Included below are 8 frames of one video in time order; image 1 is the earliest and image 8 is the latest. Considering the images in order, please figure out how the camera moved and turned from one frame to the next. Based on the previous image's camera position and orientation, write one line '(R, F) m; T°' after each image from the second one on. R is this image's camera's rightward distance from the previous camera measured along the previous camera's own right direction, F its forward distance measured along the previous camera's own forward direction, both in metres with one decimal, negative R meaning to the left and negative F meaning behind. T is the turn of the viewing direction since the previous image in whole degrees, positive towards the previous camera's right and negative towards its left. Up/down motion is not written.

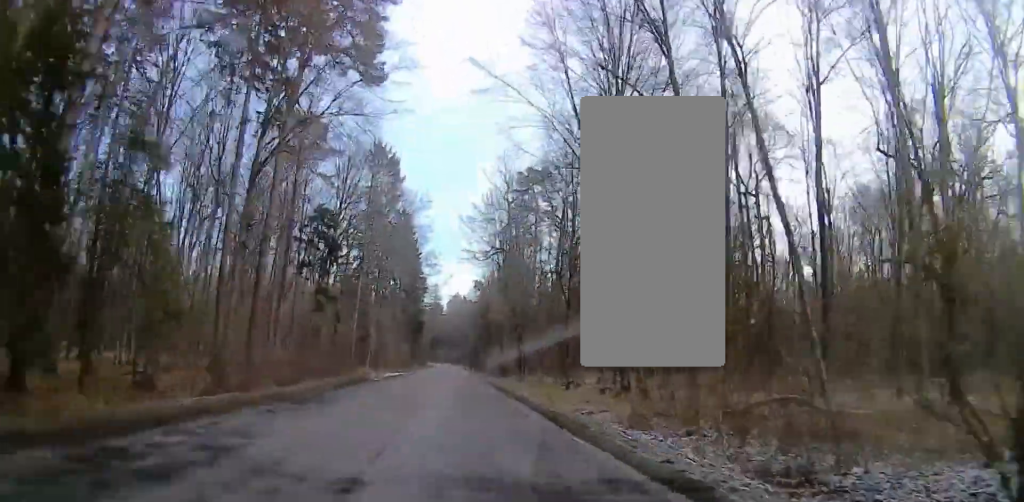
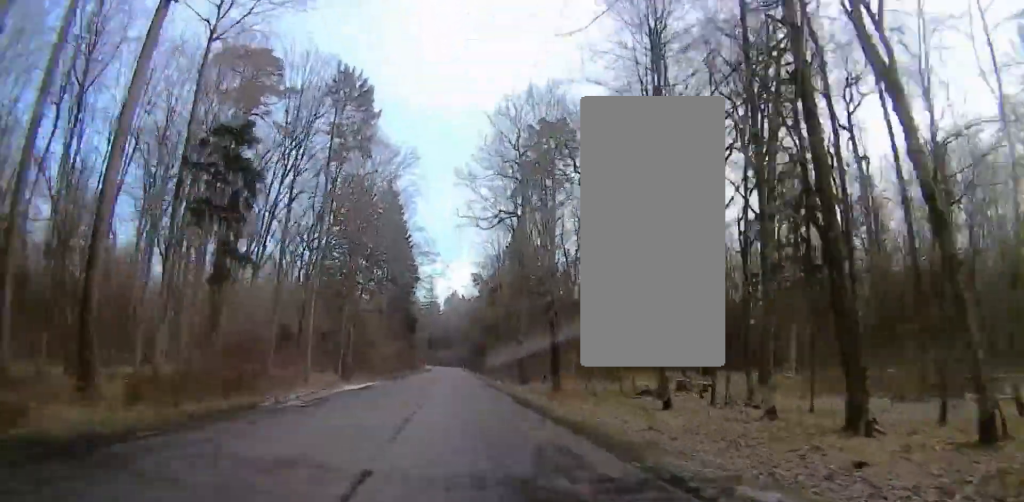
(+2.4, +14.0) m; +2°
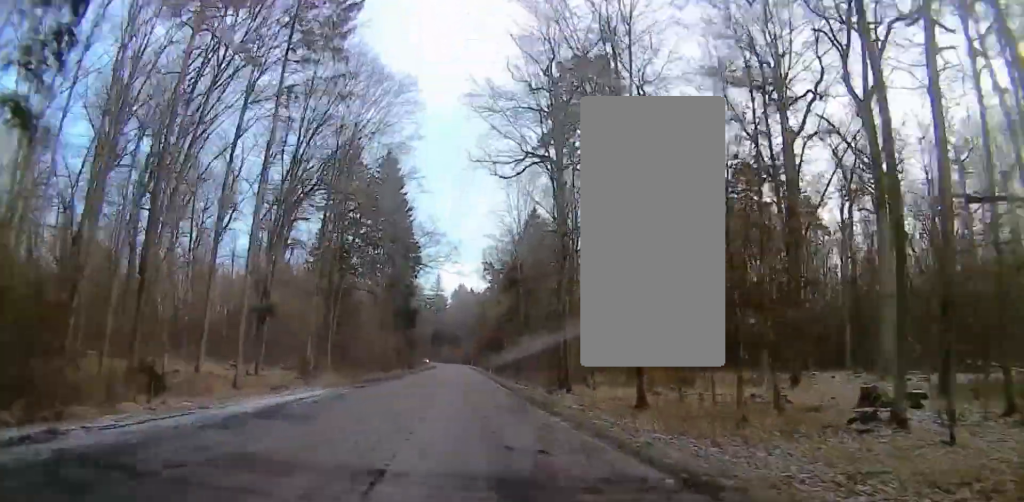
(+0.2, +13.0) m; -2°
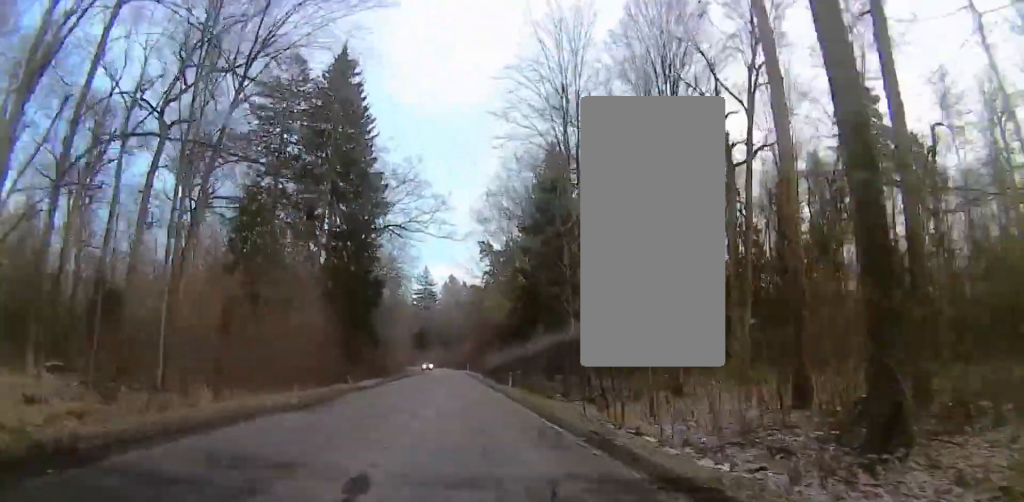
(-3.0, +36.8) m; -5°
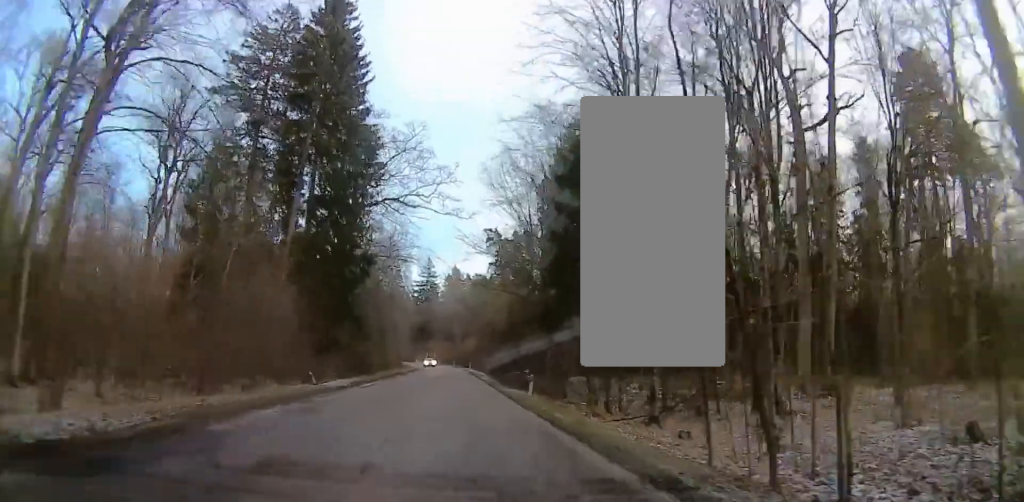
(0.0, +12.1) m; +1°
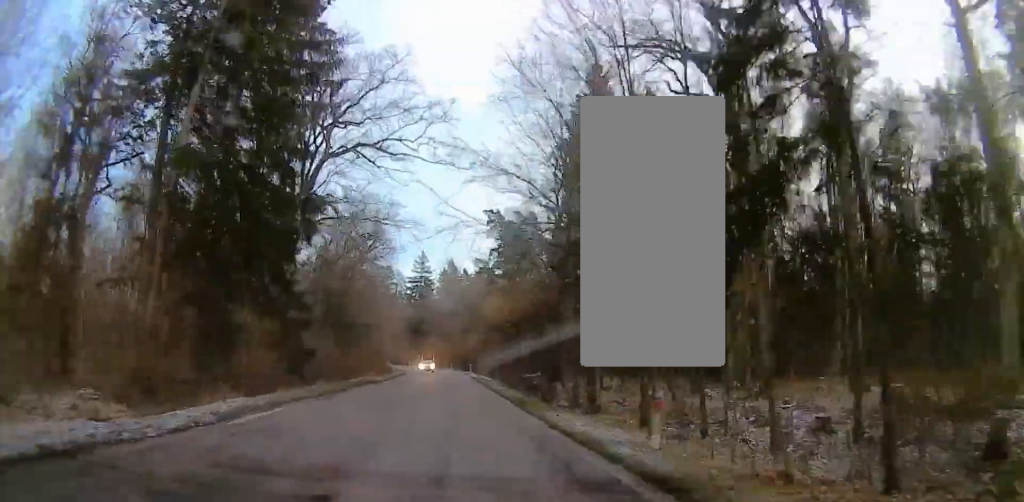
(-1.4, +22.0) m; +3°
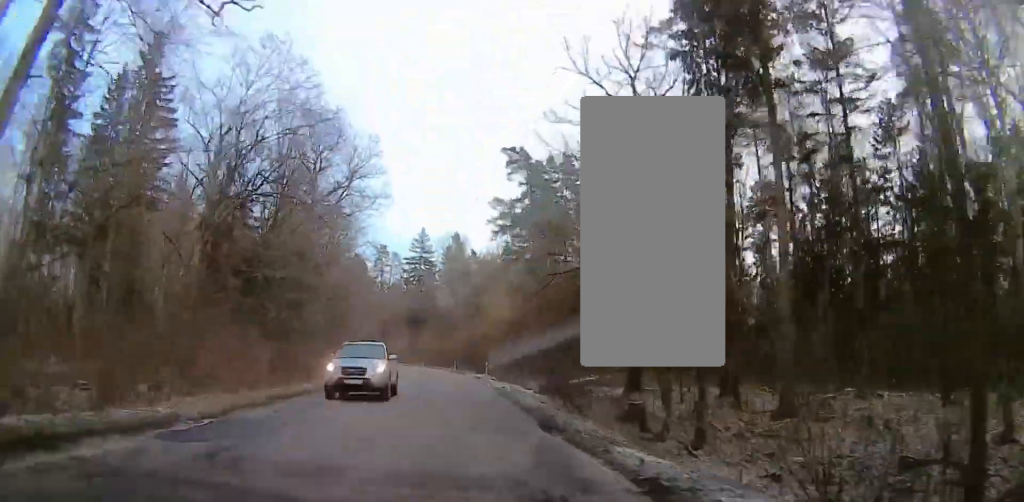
(+5.2, +34.5) m; +9°
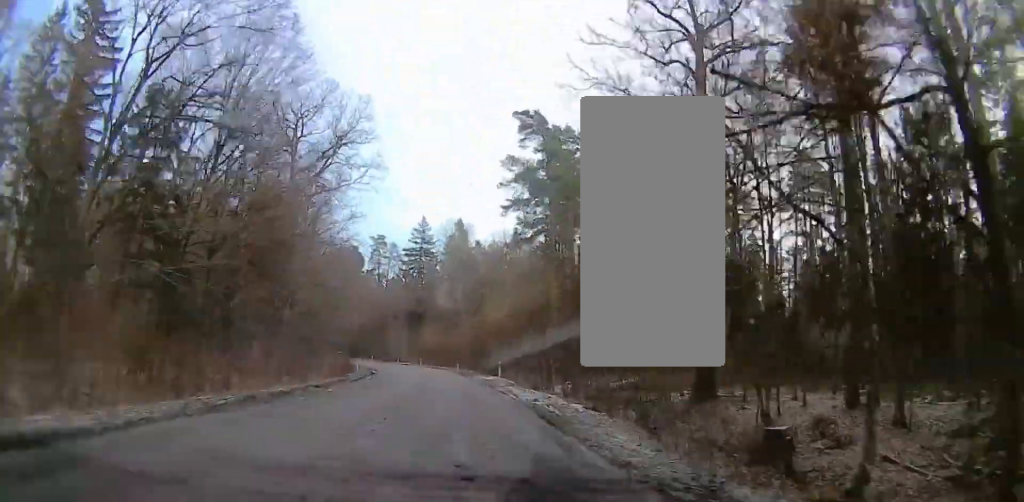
(+0.8, +12.1) m; -2°
